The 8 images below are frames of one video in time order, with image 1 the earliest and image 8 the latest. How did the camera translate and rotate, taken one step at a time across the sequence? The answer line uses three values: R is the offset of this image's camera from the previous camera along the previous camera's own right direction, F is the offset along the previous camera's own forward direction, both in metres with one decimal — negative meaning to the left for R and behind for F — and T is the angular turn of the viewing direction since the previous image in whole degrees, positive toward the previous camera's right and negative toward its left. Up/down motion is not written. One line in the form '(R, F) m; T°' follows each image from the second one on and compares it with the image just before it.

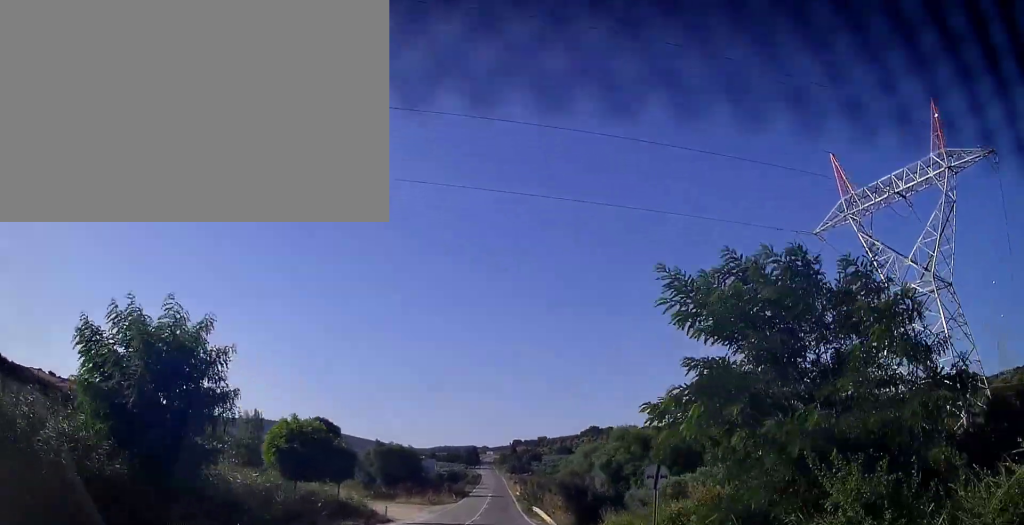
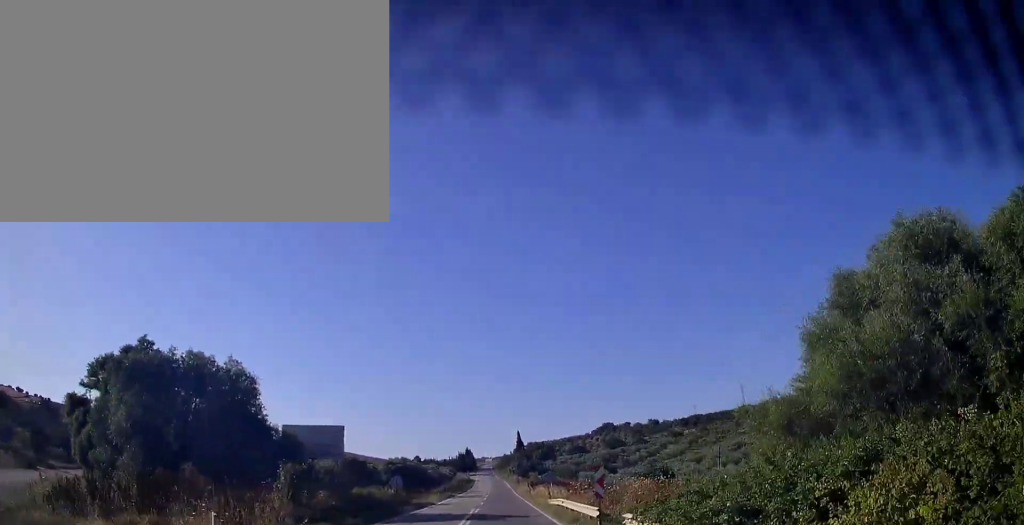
(-0.5, +65.2) m; 0°
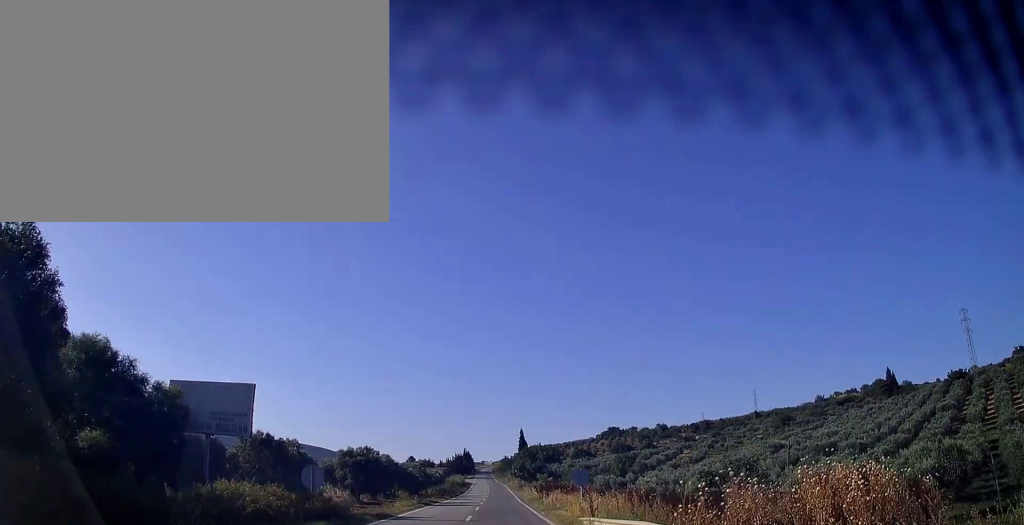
(-0.2, +17.6) m; 0°
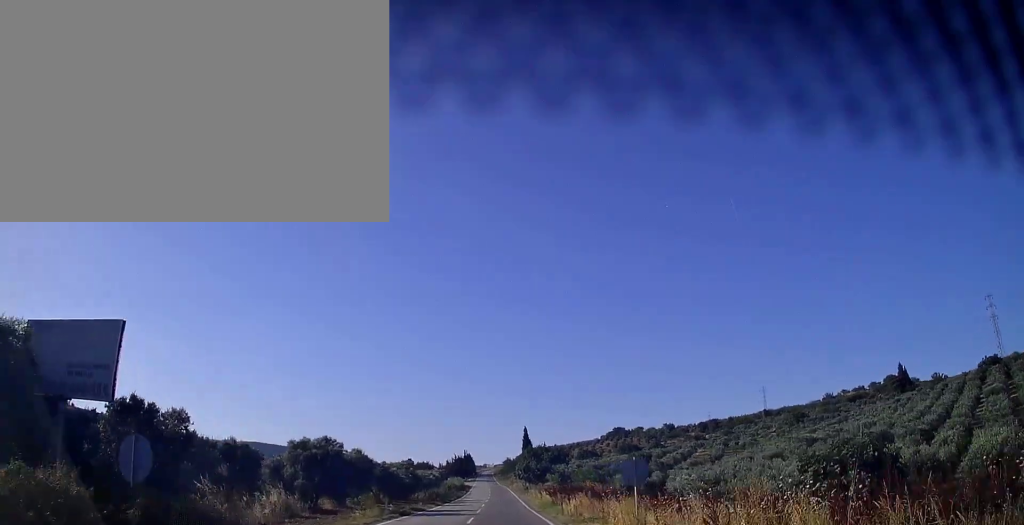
(+0.1, +11.6) m; 0°
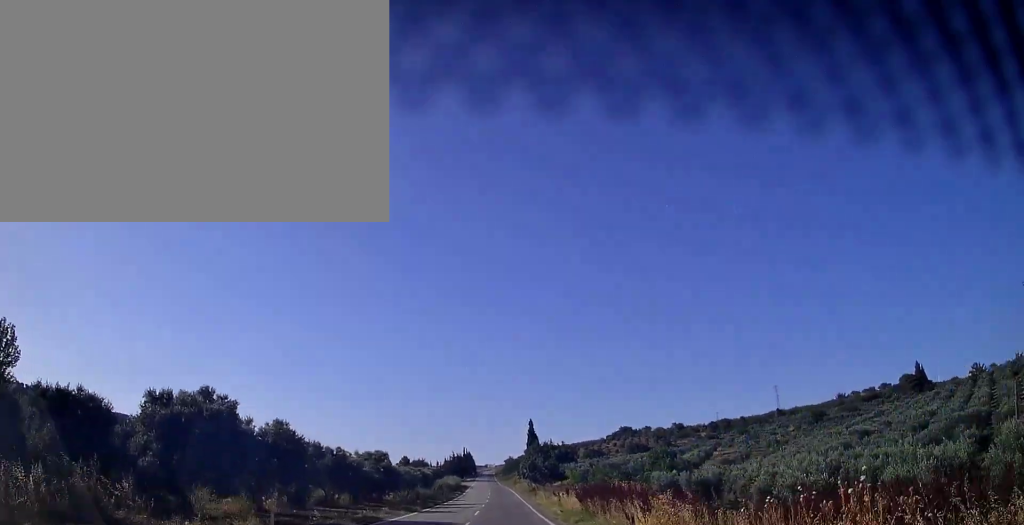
(+0.1, +15.5) m; 0°
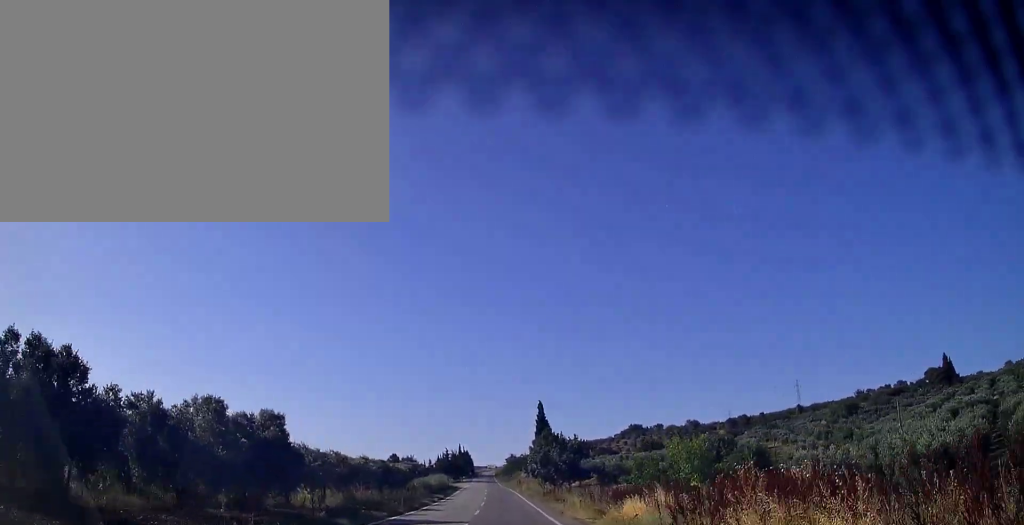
(-0.2, +25.8) m; -1°
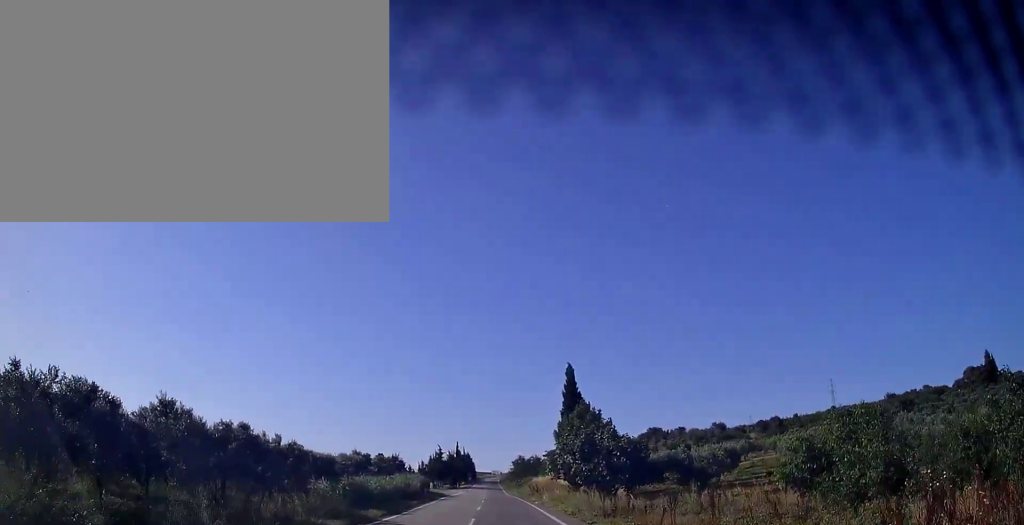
(0.0, +31.5) m; 0°
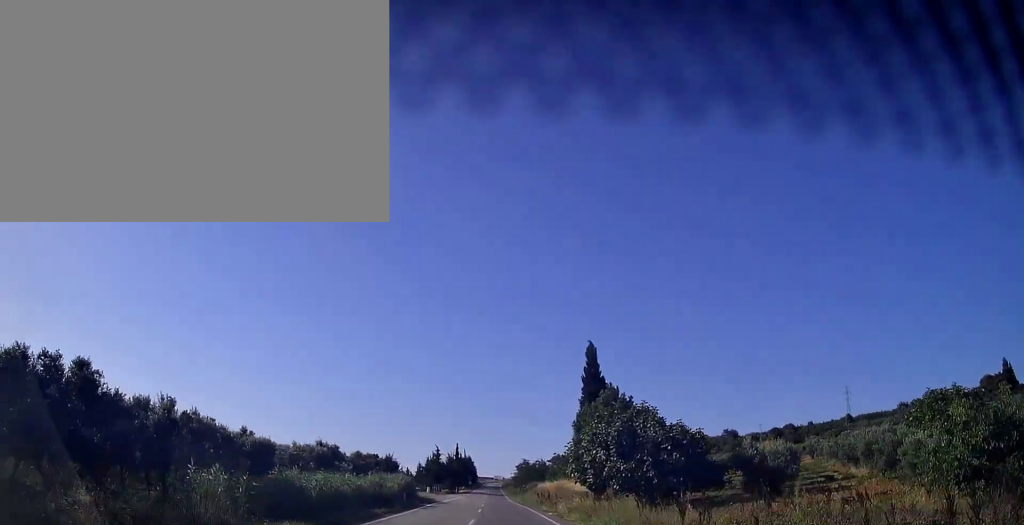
(+0.1, +11.1) m; 0°
